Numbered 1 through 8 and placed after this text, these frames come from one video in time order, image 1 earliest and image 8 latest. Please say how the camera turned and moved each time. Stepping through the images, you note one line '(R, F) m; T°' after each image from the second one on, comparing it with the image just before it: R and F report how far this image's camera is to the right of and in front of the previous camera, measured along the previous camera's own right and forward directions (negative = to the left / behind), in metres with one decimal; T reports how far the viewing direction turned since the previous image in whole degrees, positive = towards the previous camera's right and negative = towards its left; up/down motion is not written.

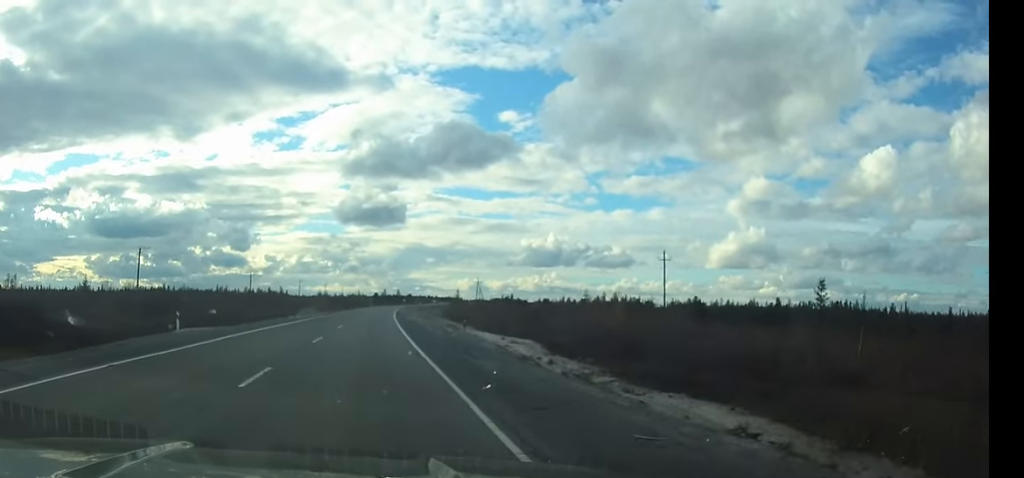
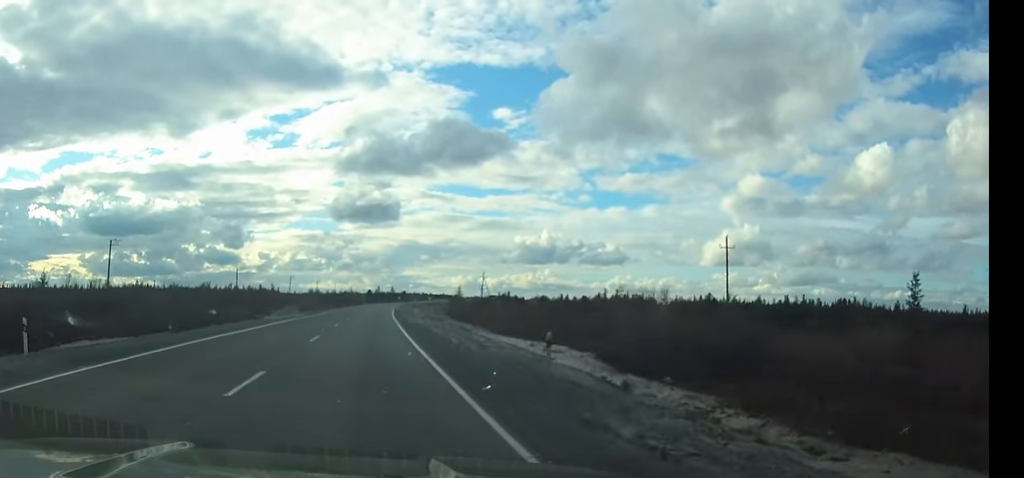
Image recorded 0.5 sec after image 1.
(+0.1, +13.1) m; 0°
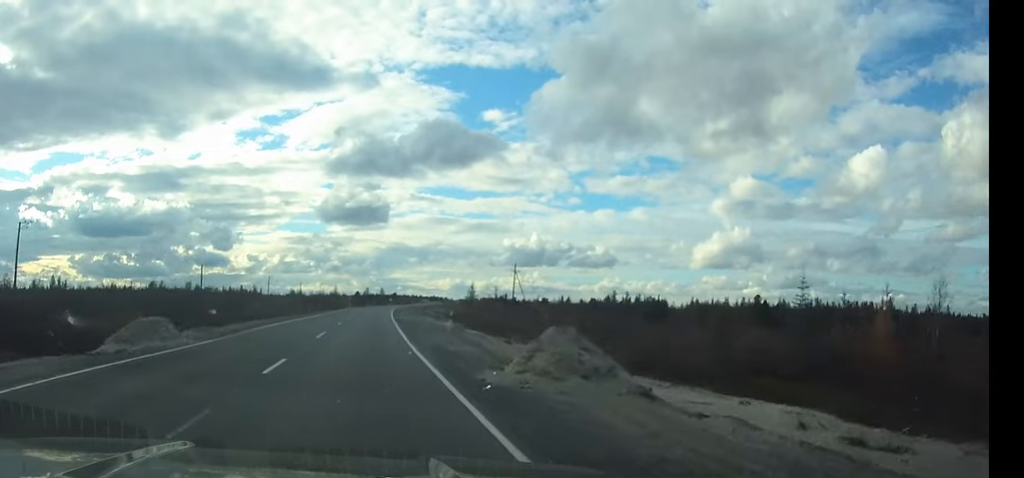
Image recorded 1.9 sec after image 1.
(+0.3, +32.7) m; +1°
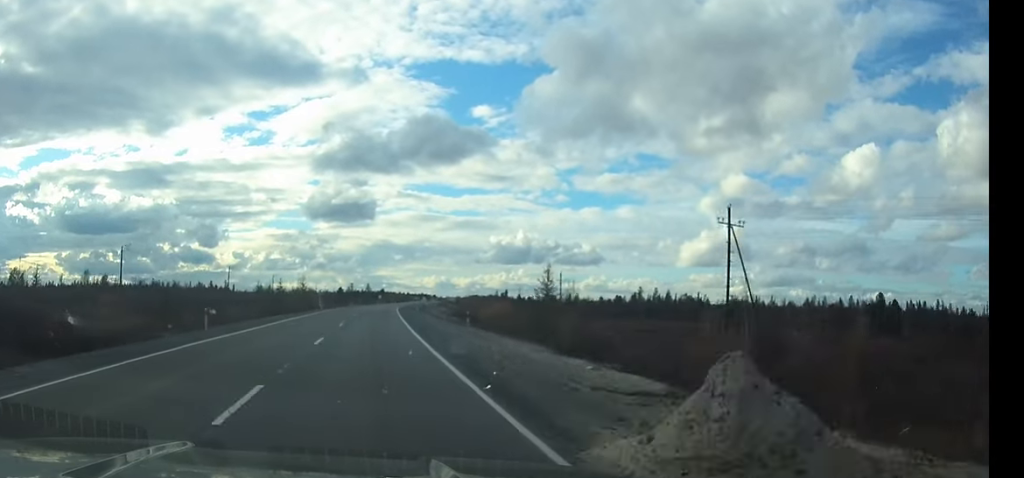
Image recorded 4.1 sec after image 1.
(+0.7, +52.4) m; +2°
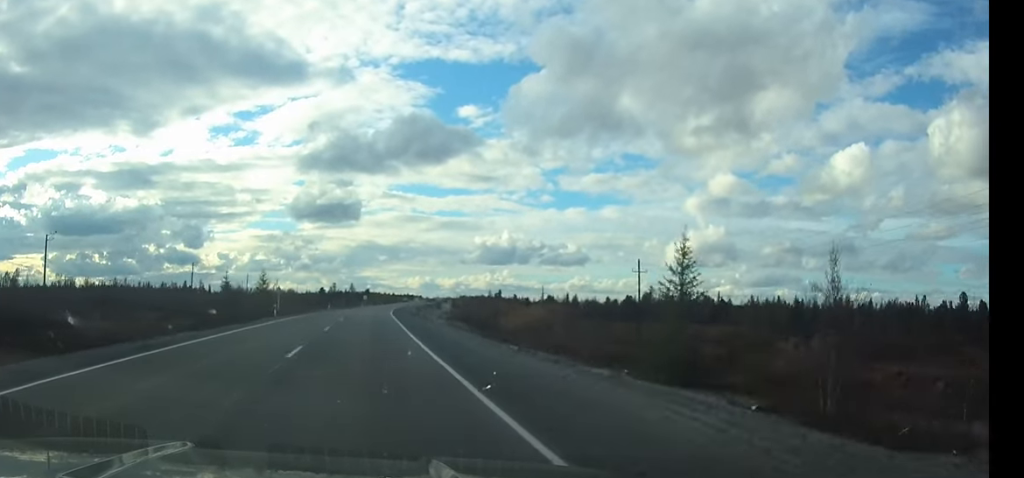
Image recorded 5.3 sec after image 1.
(+0.3, +27.9) m; +1°
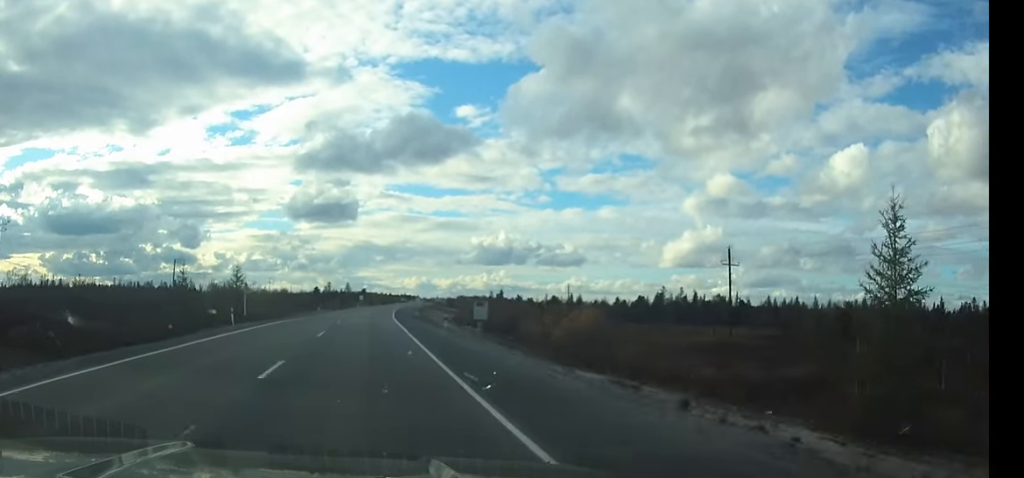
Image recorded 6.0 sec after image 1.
(+0.1, +15.4) m; +1°
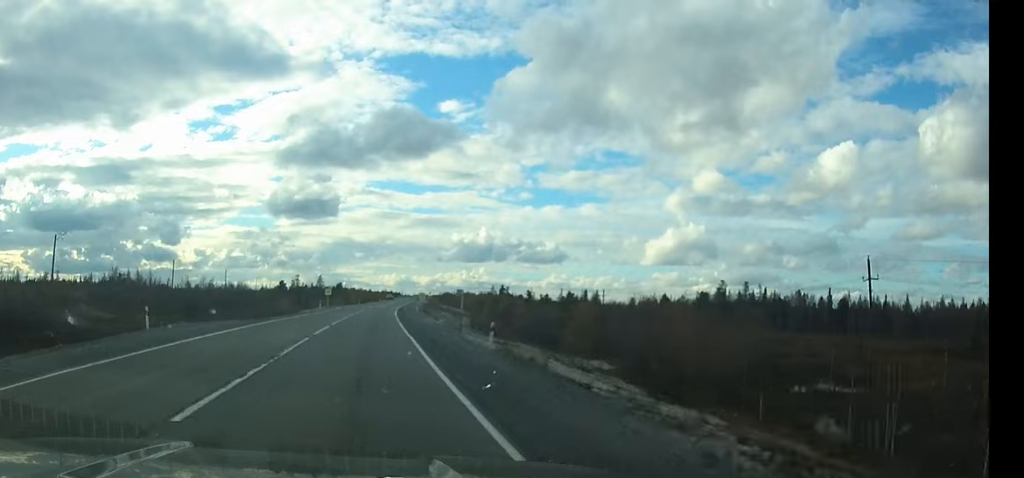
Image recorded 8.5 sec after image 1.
(+1.0, +62.6) m; +2°
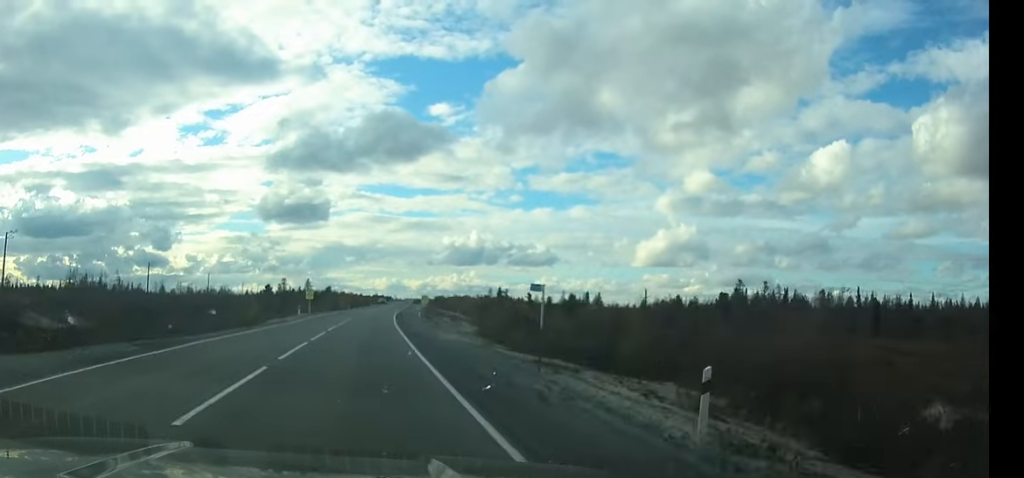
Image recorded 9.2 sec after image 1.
(+0.2, +15.8) m; +1°
